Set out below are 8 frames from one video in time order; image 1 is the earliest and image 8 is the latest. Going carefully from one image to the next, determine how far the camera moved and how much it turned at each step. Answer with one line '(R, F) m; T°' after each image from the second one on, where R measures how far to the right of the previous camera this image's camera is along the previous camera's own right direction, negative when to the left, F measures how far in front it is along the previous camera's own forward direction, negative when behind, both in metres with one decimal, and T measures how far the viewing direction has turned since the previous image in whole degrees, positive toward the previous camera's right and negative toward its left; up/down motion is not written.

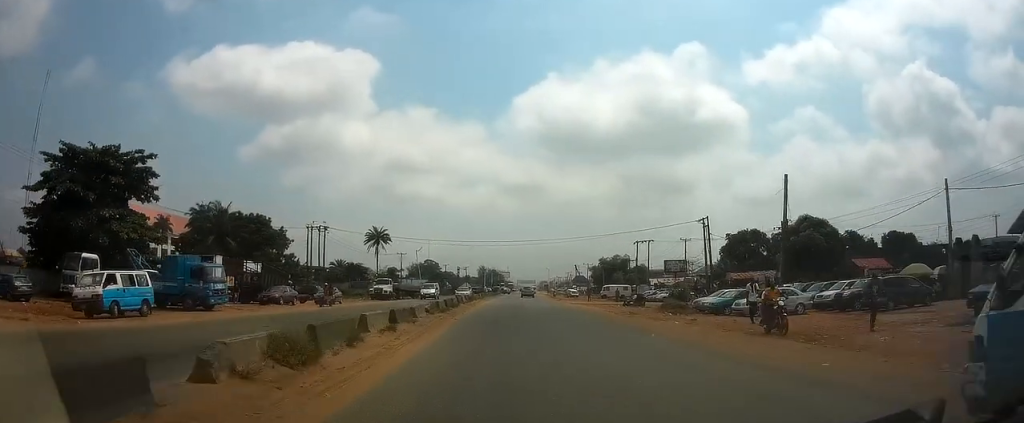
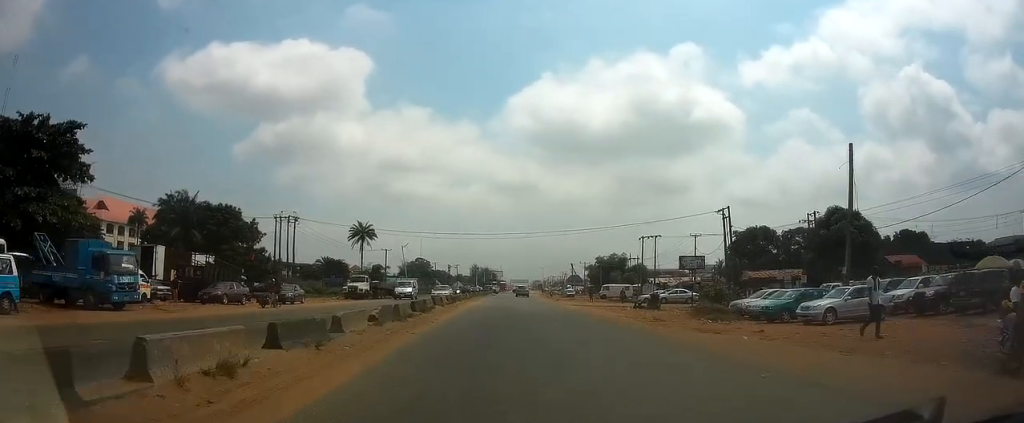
(+0.1, +7.8) m; 0°
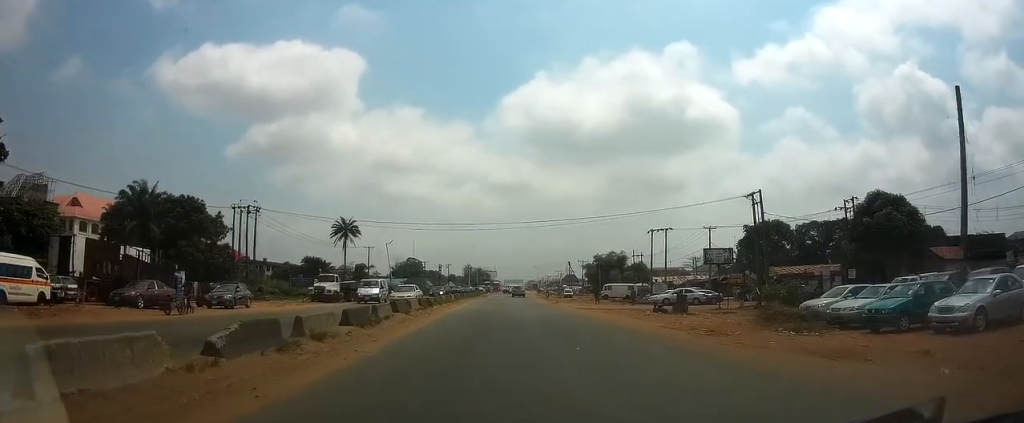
(0.0, +8.5) m; 0°
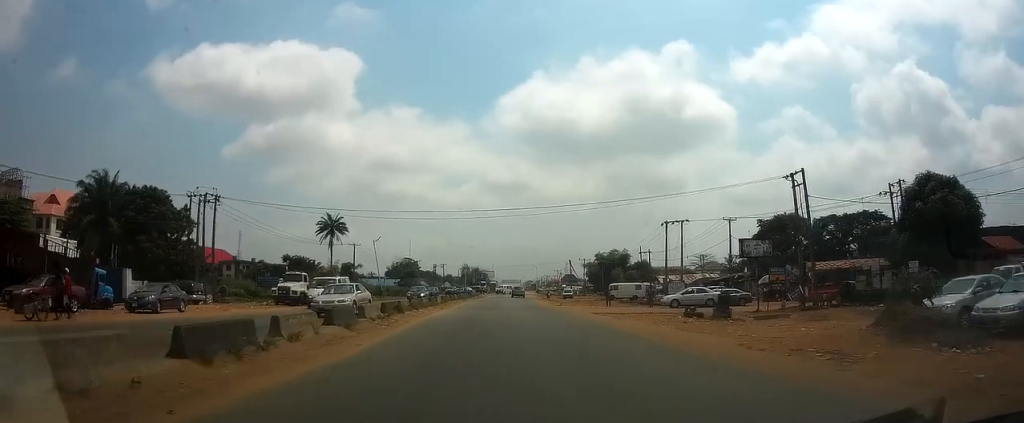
(0.0, +7.4) m; 0°
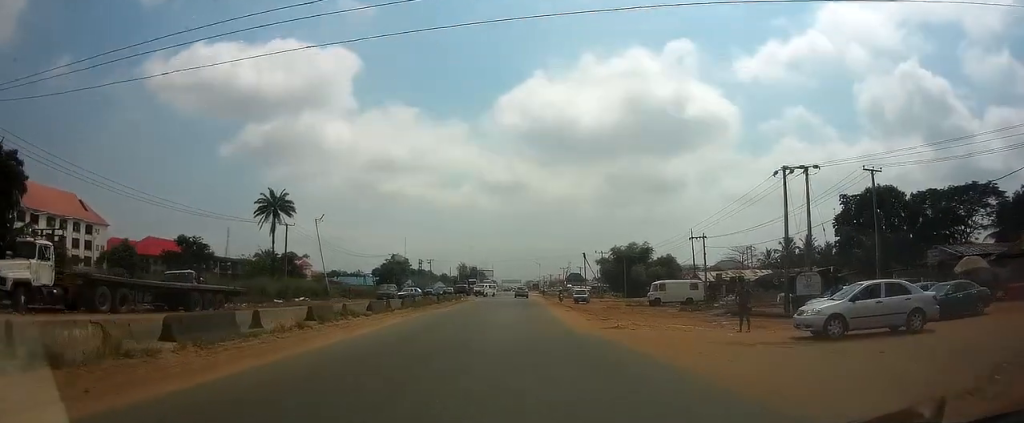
(+0.1, +28.4) m; 0°
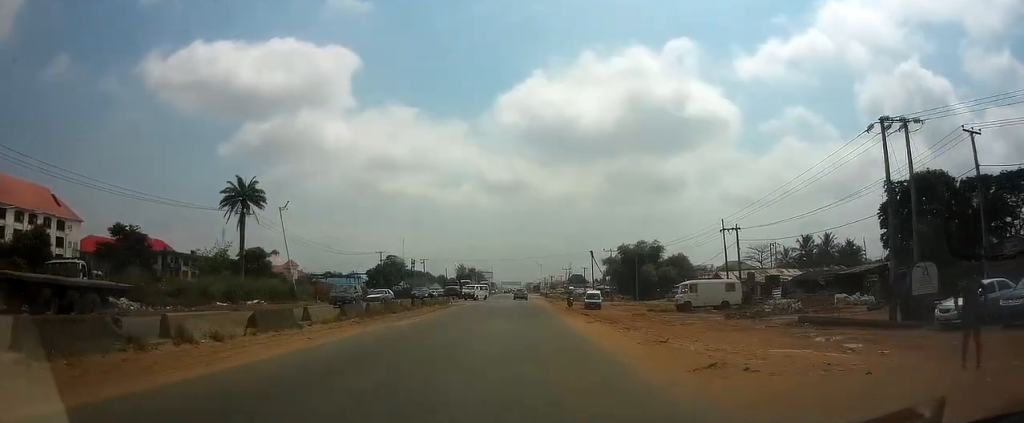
(0.0, +10.2) m; 0°
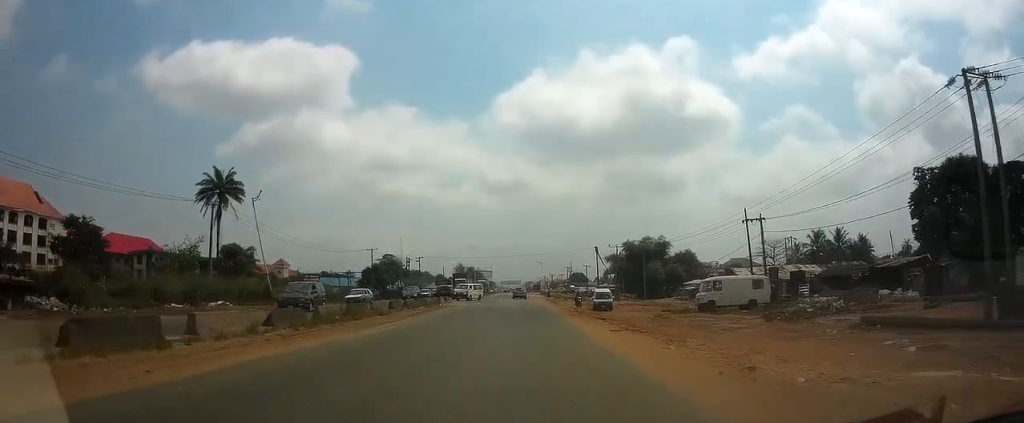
(0.0, +6.1) m; 0°
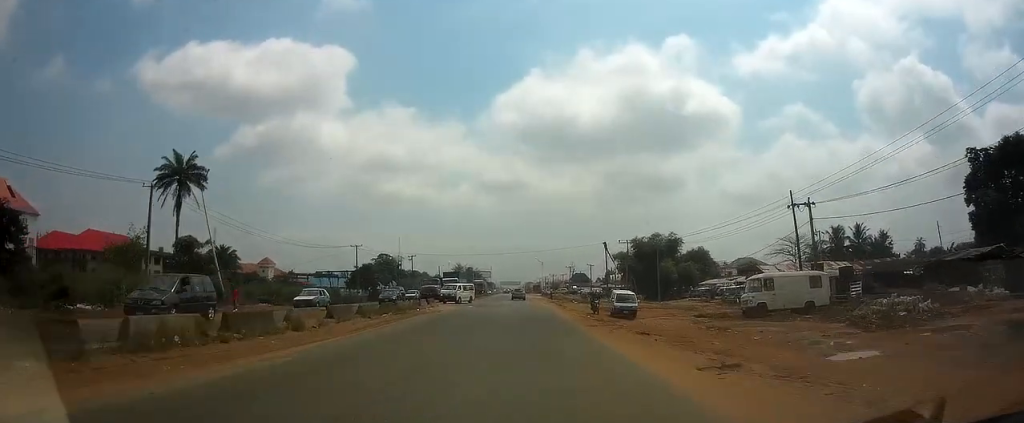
(0.0, +9.3) m; 0°
